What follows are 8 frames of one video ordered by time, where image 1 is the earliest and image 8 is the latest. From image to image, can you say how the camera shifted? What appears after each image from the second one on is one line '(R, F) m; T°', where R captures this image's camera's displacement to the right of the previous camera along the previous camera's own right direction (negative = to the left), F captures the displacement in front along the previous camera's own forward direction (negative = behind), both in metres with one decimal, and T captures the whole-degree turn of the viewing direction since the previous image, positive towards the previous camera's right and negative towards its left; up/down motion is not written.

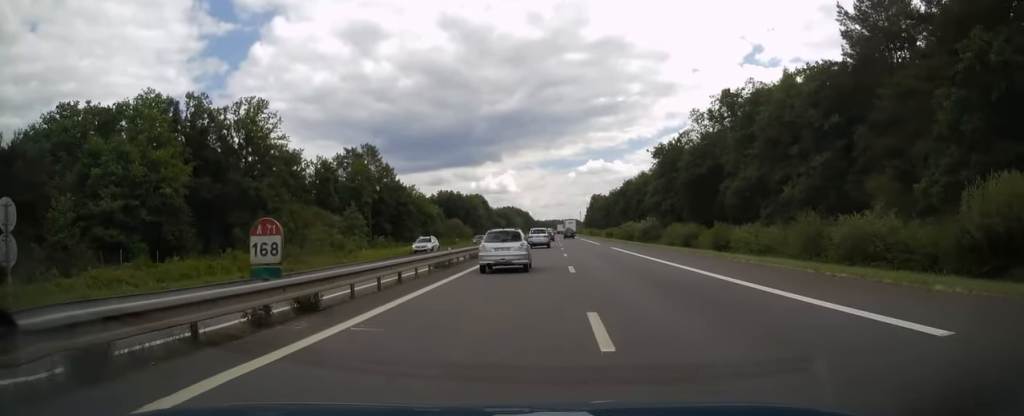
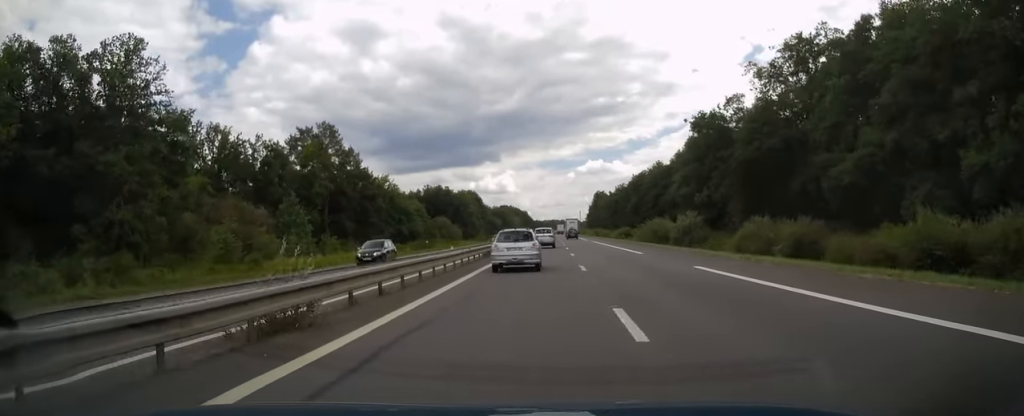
(0.0, +25.0) m; 0°
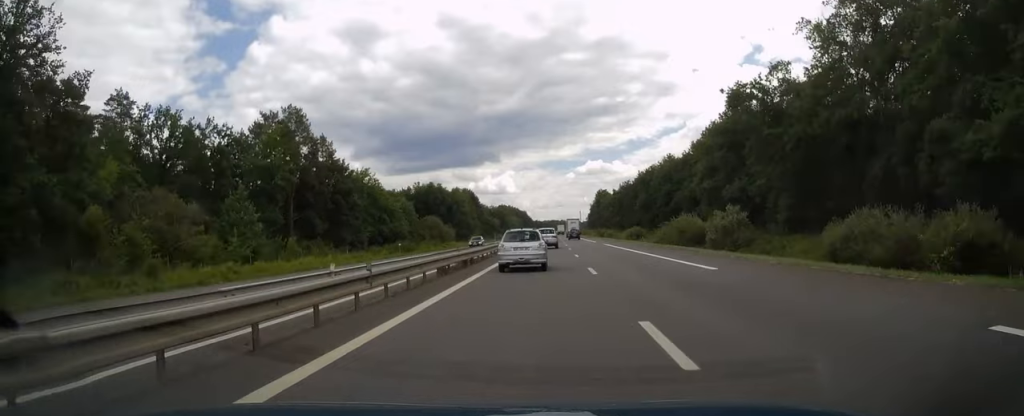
(0.0, +14.0) m; 0°
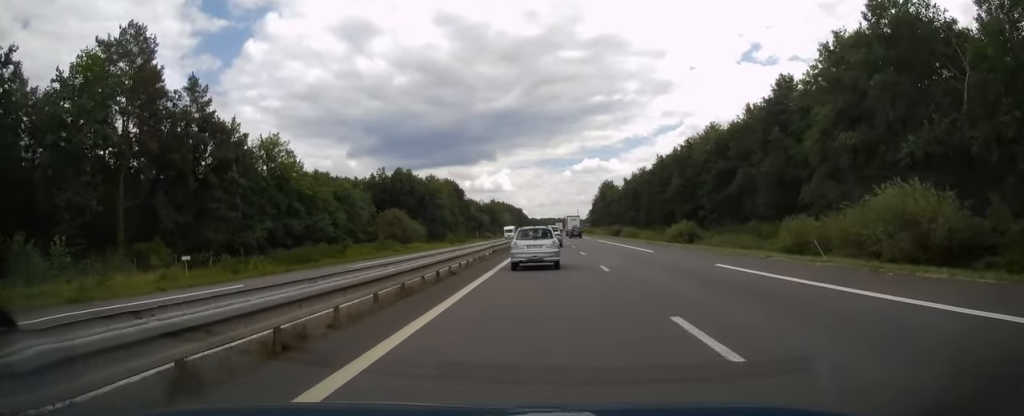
(0.0, +37.8) m; 0°
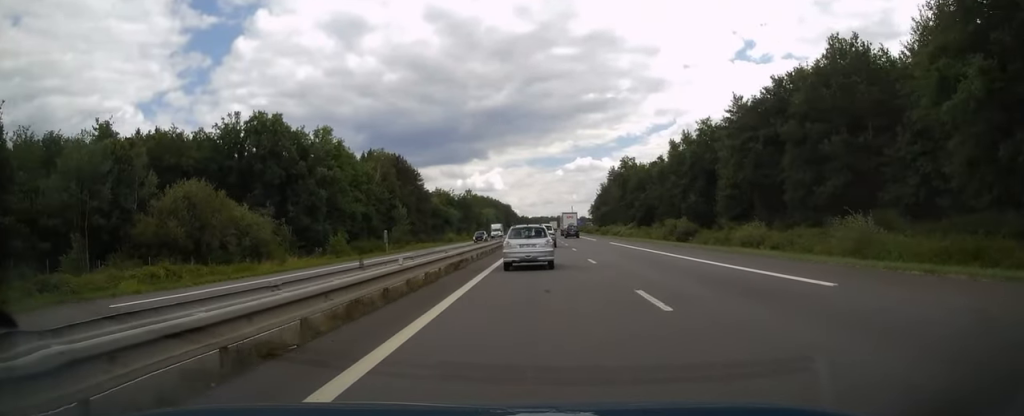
(+0.5, +74.0) m; +1°
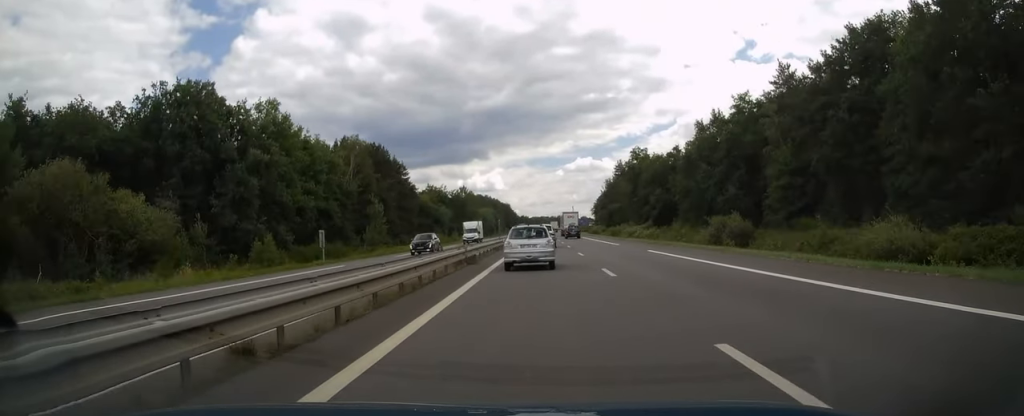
(+0.1, +19.2) m; 0°
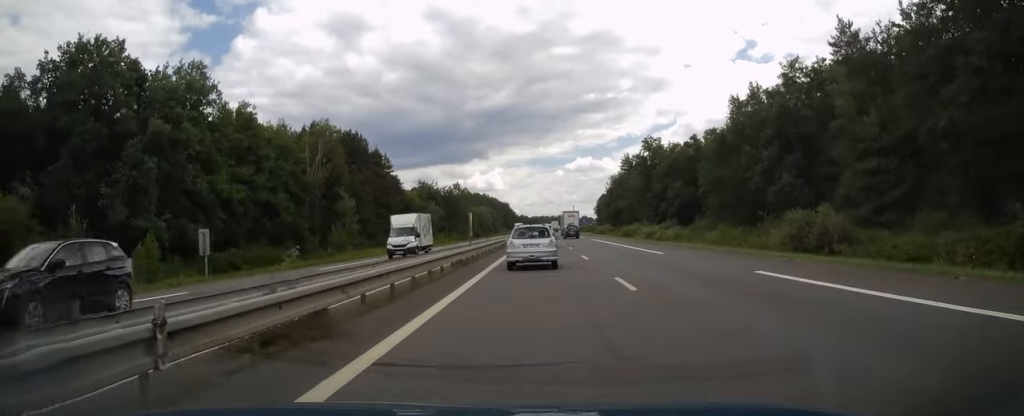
(0.0, +17.1) m; 0°
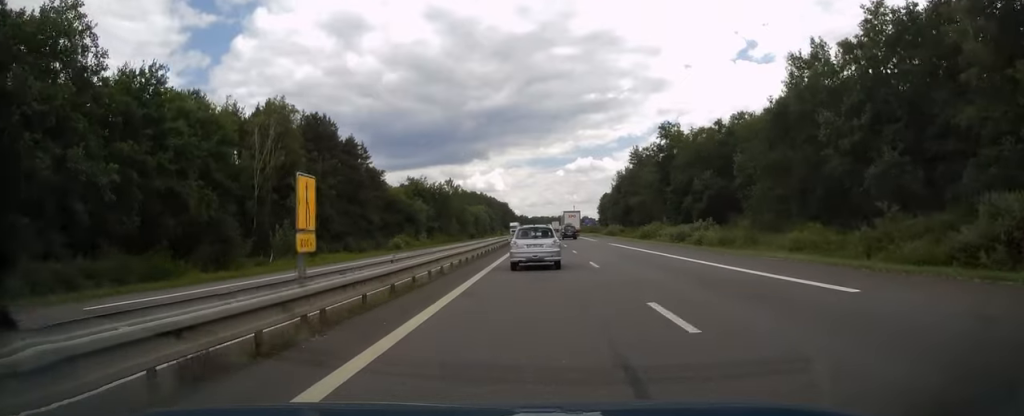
(0.0, +18.2) m; 0°
